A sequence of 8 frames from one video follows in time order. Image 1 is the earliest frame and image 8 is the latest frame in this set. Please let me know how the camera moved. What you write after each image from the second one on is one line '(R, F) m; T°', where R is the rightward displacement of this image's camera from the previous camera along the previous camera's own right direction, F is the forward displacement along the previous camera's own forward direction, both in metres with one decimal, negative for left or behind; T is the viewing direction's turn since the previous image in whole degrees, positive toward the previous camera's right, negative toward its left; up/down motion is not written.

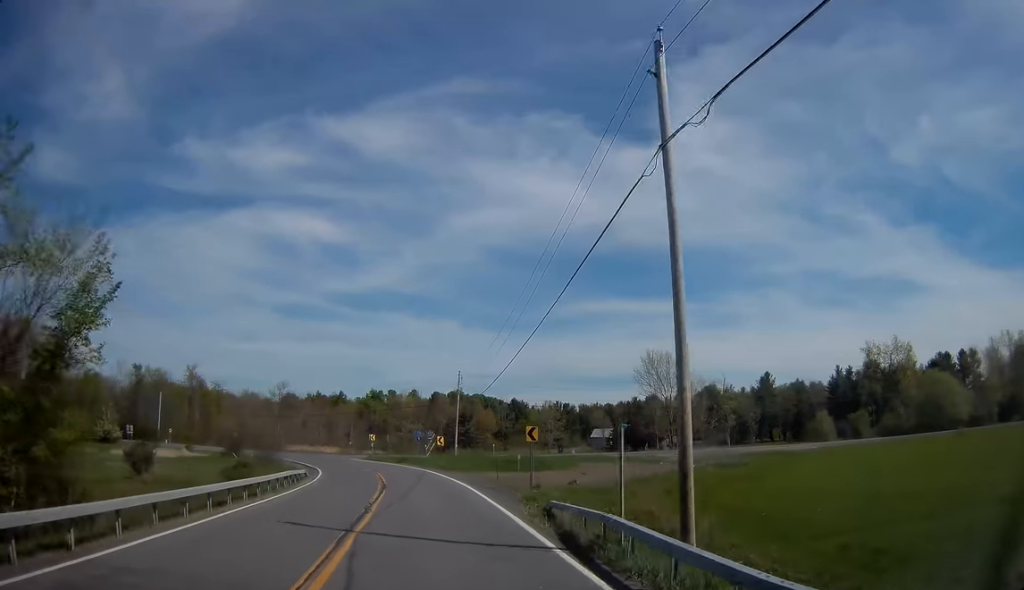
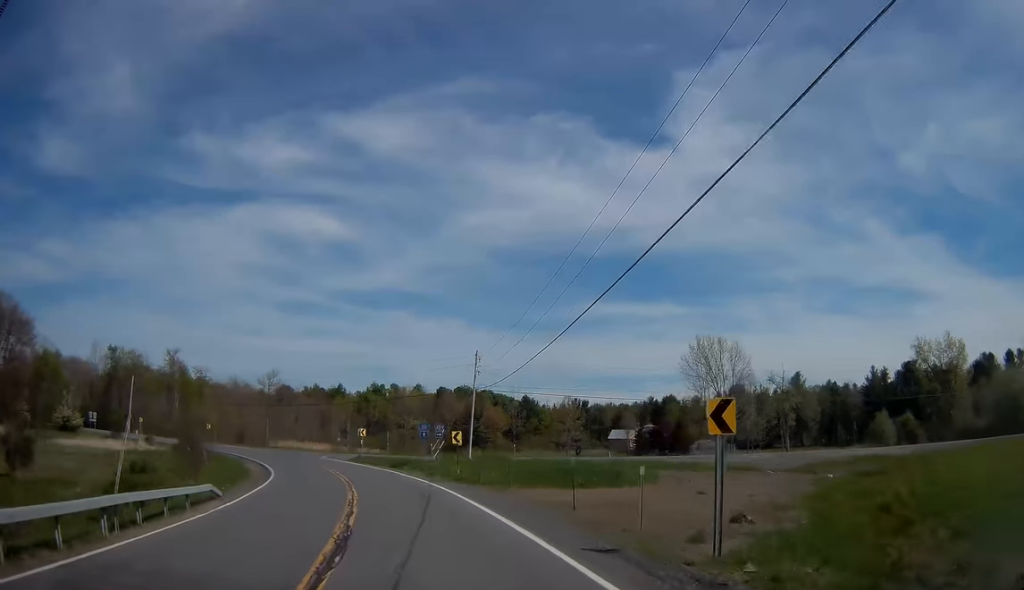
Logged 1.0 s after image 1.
(+0.1, +18.6) m; 0°
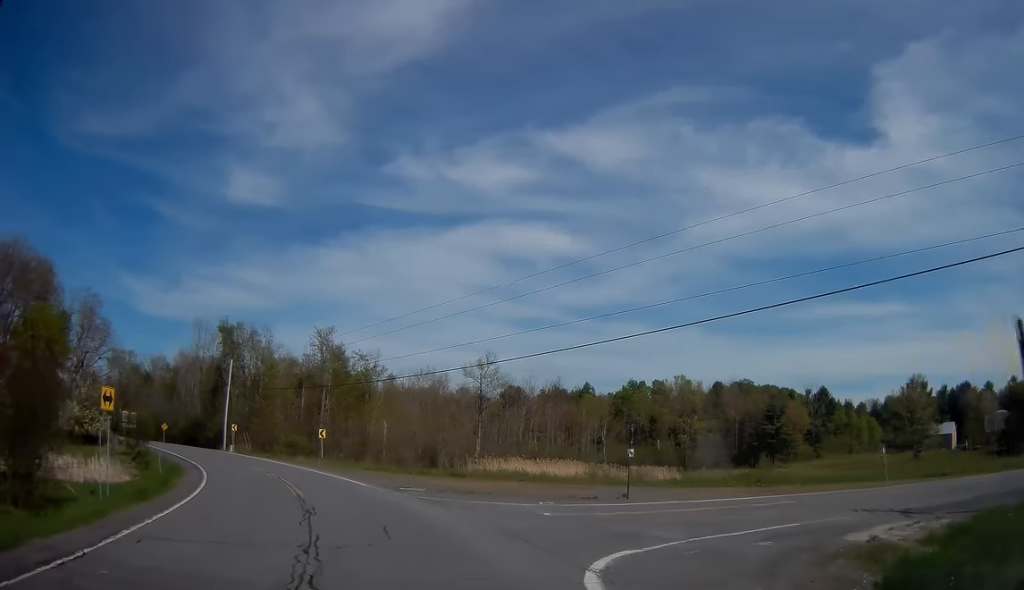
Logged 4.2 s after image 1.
(-4.3, +52.8) m; -13°
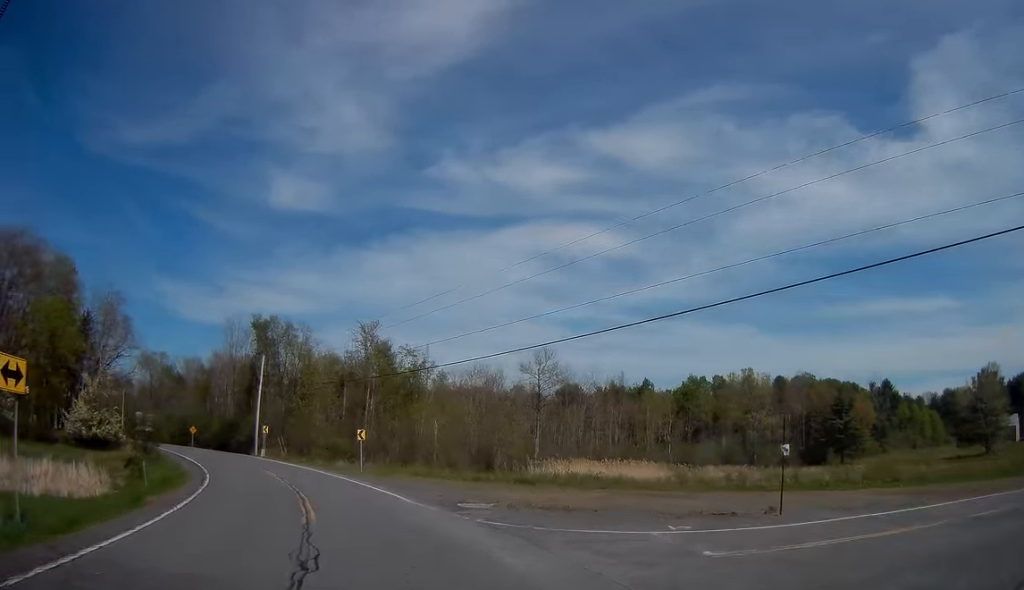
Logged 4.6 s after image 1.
(-0.1, +7.2) m; -4°
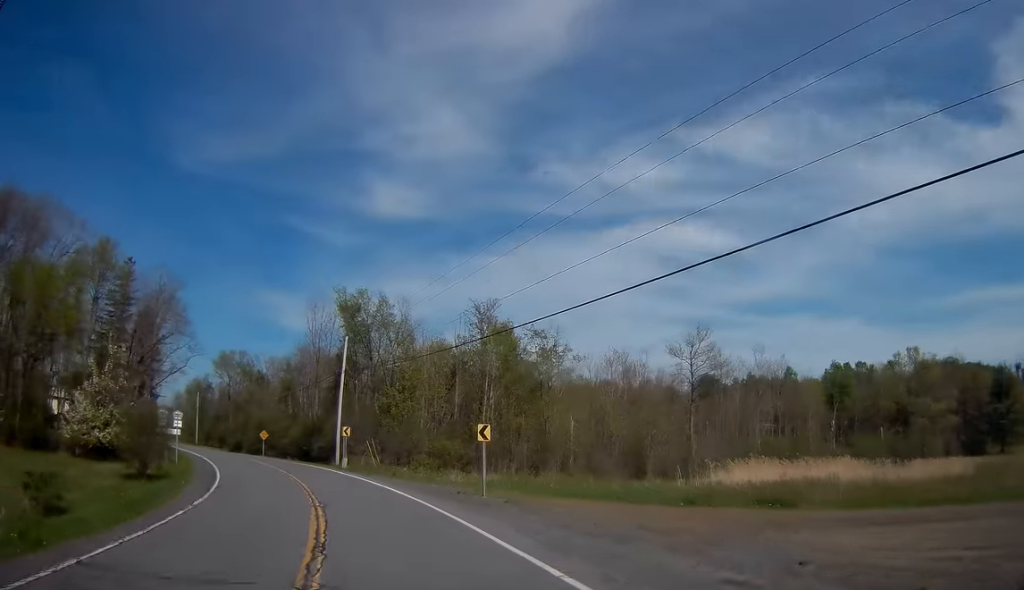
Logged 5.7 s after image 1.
(-1.3, +16.0) m; -10°
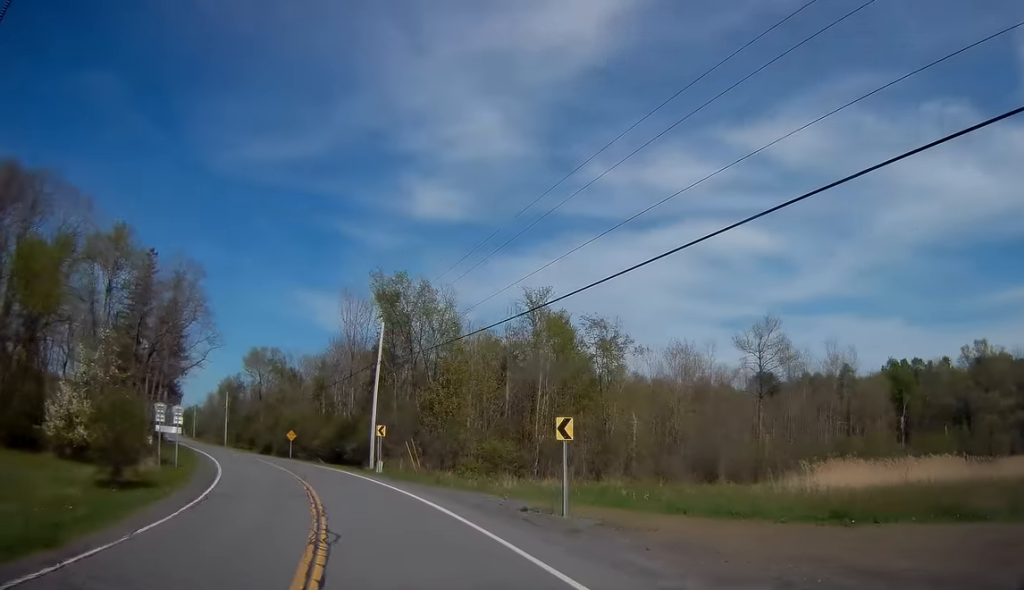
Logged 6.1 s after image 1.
(-0.4, +6.5) m; -4°
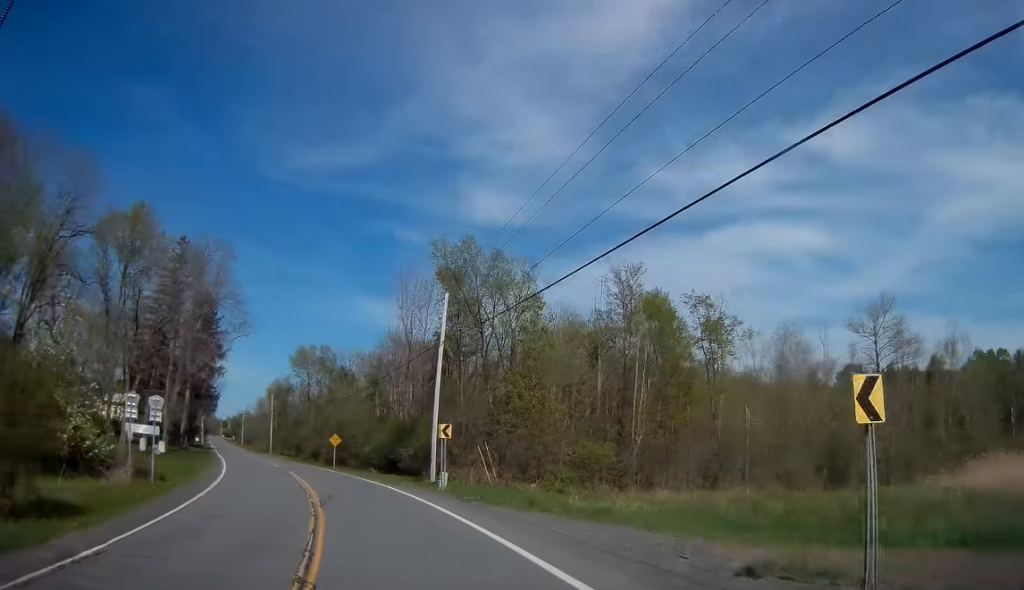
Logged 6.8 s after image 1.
(-0.5, +10.0) m; -6°
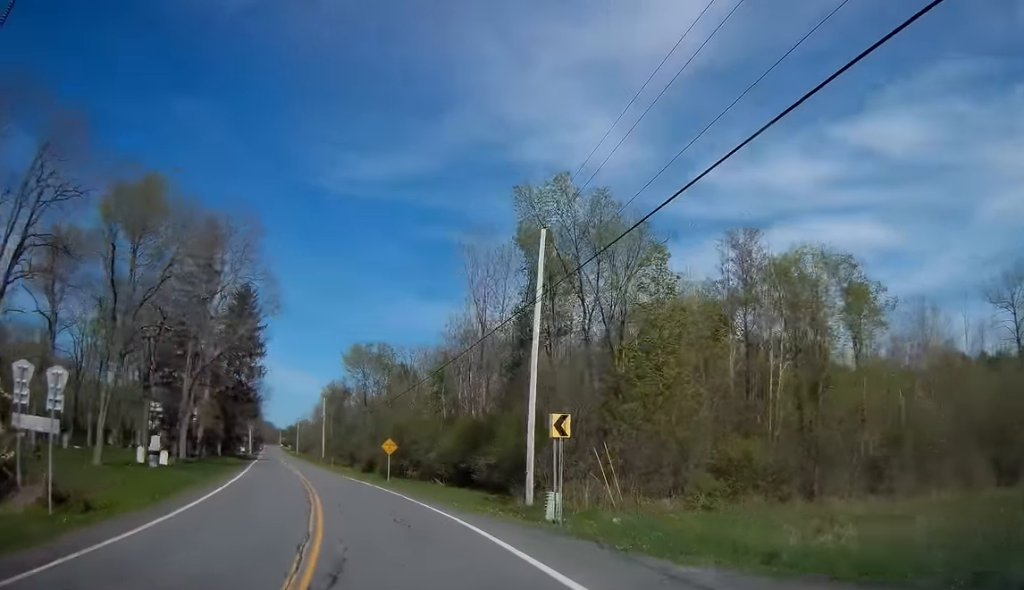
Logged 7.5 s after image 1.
(-0.1, +10.7) m; -7°
